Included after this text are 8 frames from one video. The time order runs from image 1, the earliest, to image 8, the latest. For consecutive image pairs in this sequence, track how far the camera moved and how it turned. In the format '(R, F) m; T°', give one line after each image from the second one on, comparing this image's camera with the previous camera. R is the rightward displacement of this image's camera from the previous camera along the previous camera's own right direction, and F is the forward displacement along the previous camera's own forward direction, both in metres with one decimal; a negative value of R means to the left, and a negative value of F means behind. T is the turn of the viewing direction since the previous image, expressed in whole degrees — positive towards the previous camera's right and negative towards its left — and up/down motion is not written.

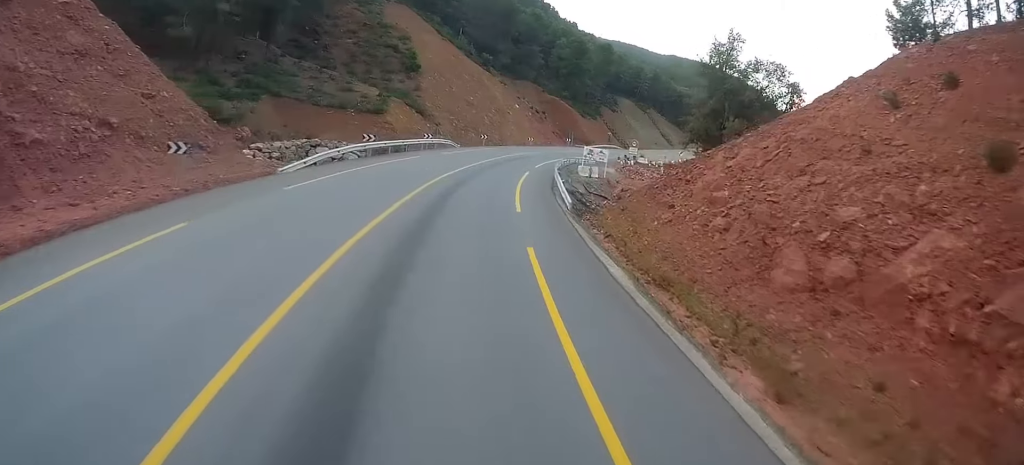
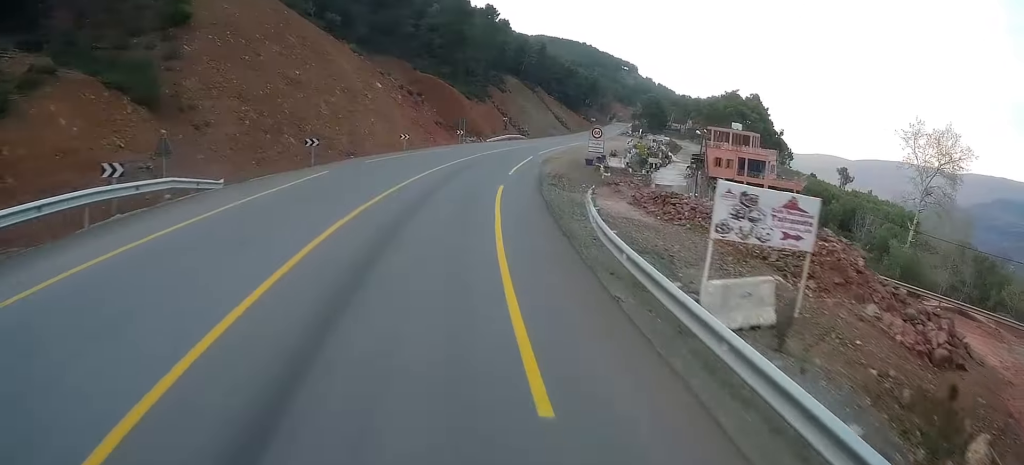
(+5.1, +37.4) m; +15°
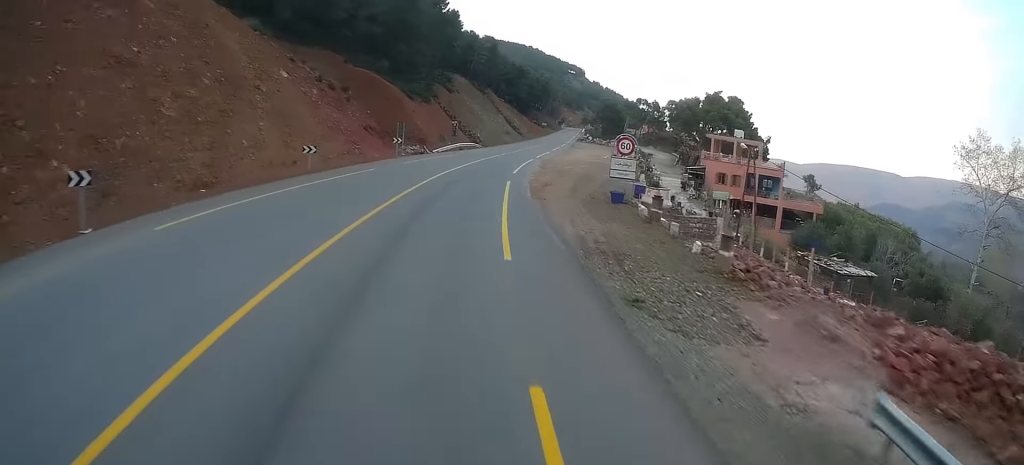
(+1.3, +22.6) m; +6°
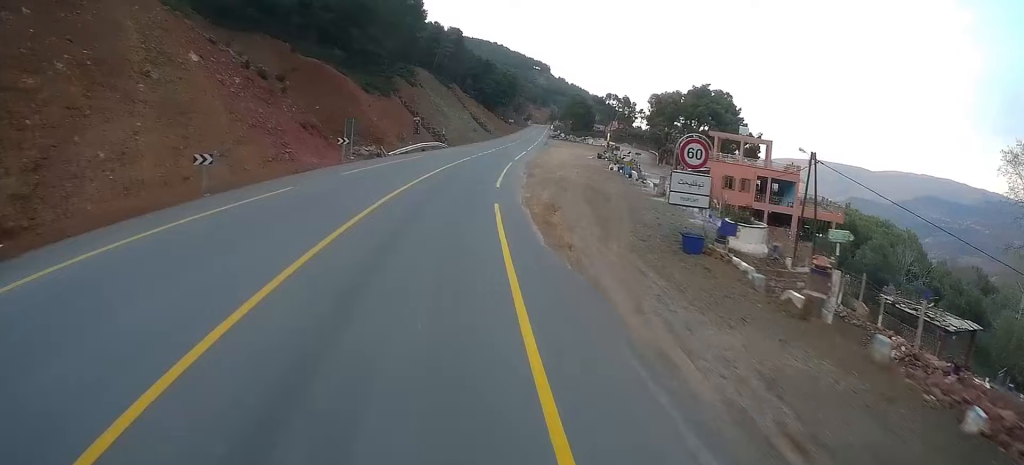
(+0.3, +13.4) m; +2°
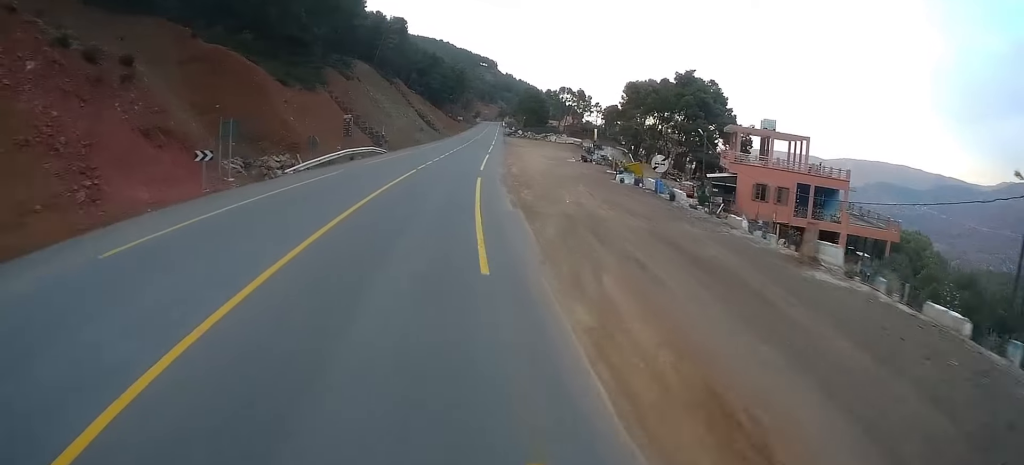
(+0.6, +17.6) m; +4°
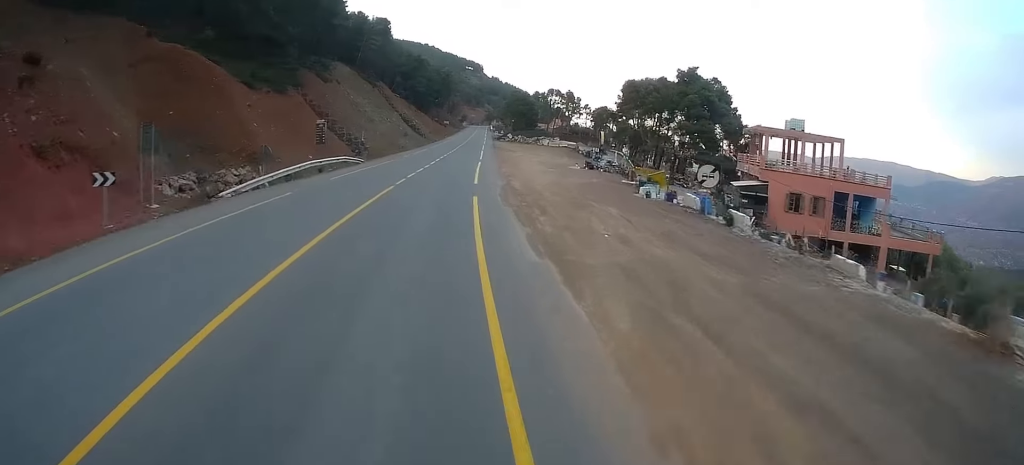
(+0.2, +7.0) m; +1°
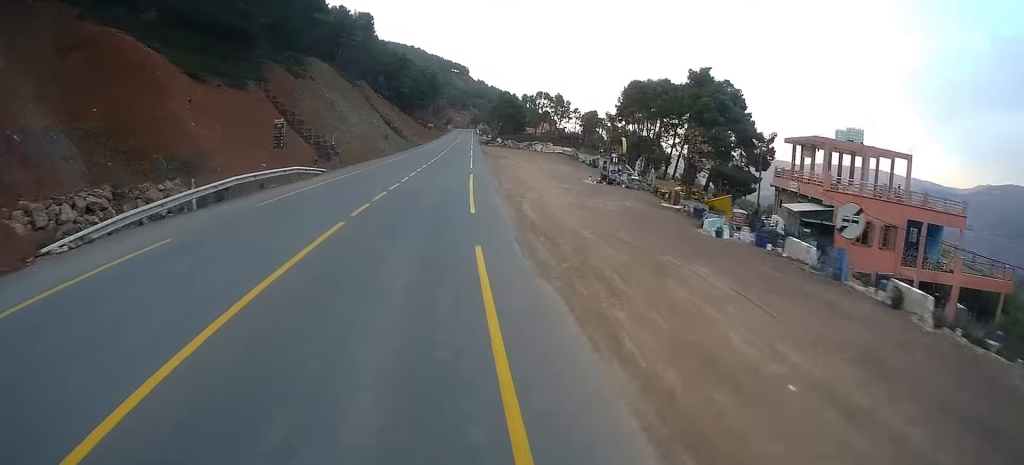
(+0.3, +9.6) m; +2°
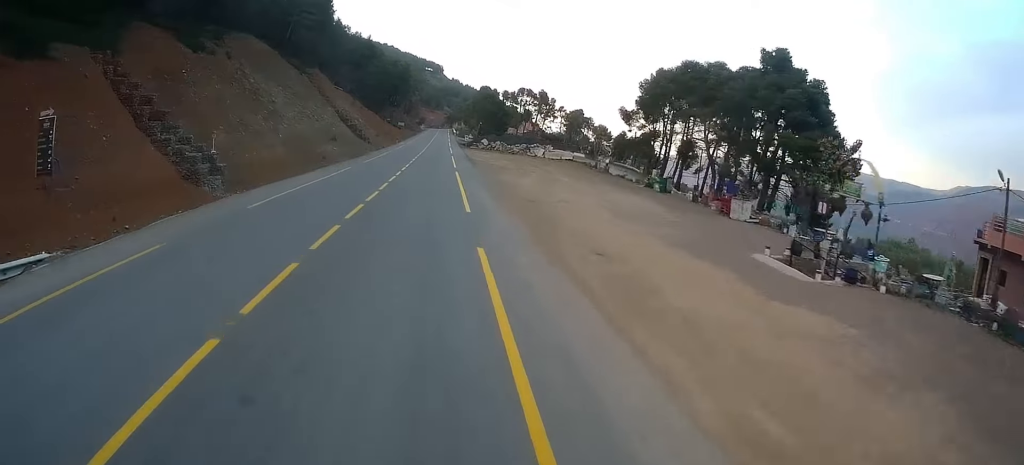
(+0.5, +26.2) m; +2°
